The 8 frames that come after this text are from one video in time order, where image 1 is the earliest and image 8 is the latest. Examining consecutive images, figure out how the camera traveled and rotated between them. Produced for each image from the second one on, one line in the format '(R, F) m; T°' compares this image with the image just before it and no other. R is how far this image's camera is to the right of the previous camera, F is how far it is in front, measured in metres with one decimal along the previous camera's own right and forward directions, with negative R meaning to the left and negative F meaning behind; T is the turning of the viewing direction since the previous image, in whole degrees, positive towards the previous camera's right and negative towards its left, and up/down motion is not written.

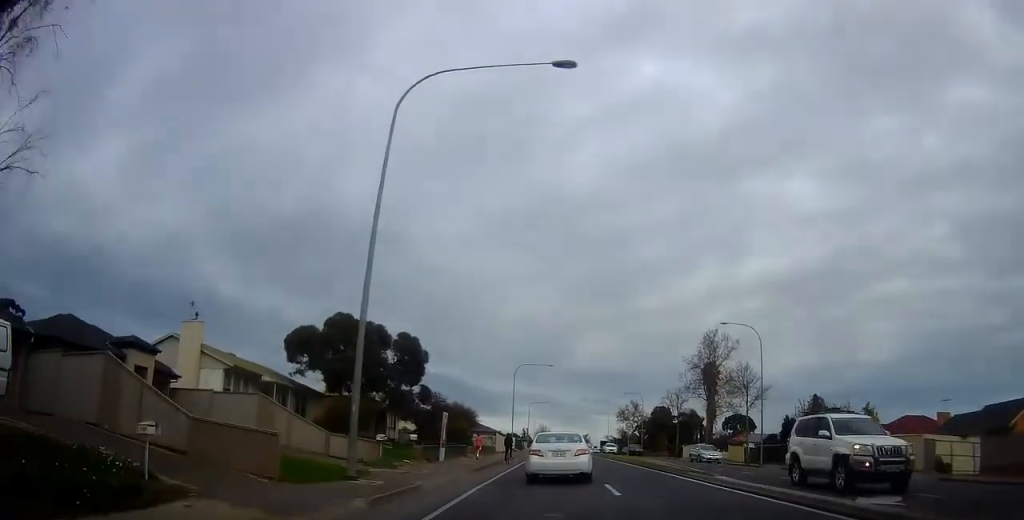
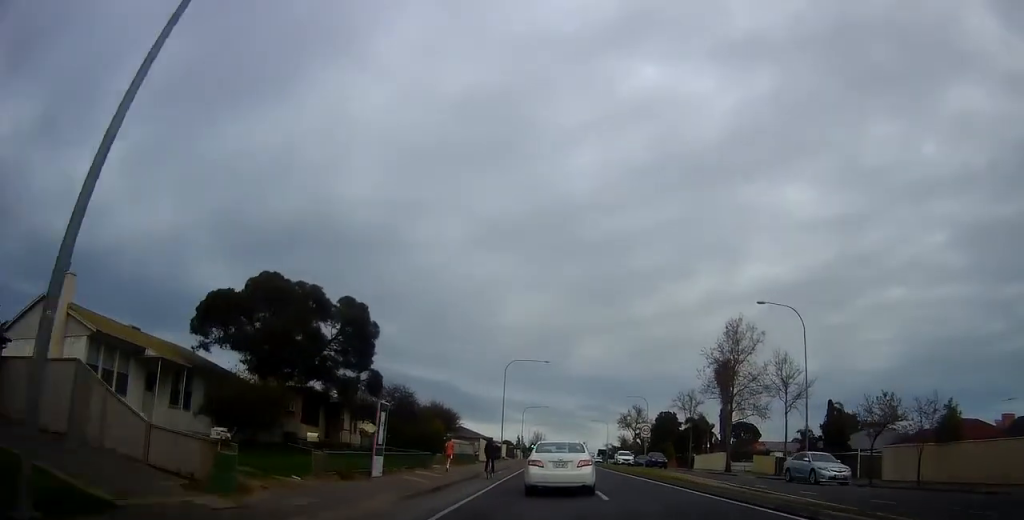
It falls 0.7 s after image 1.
(+0.6, +10.3) m; 0°
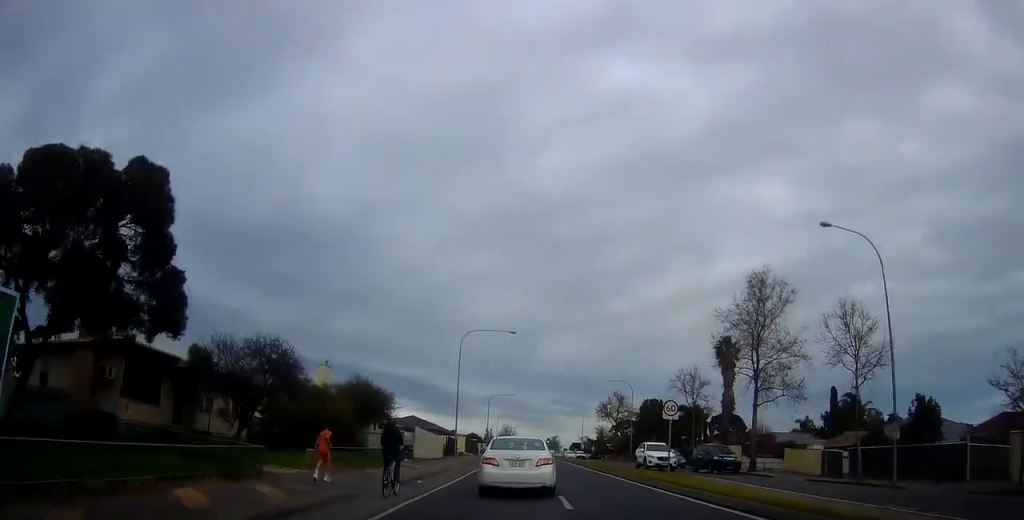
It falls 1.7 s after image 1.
(-0.6, +14.9) m; 0°
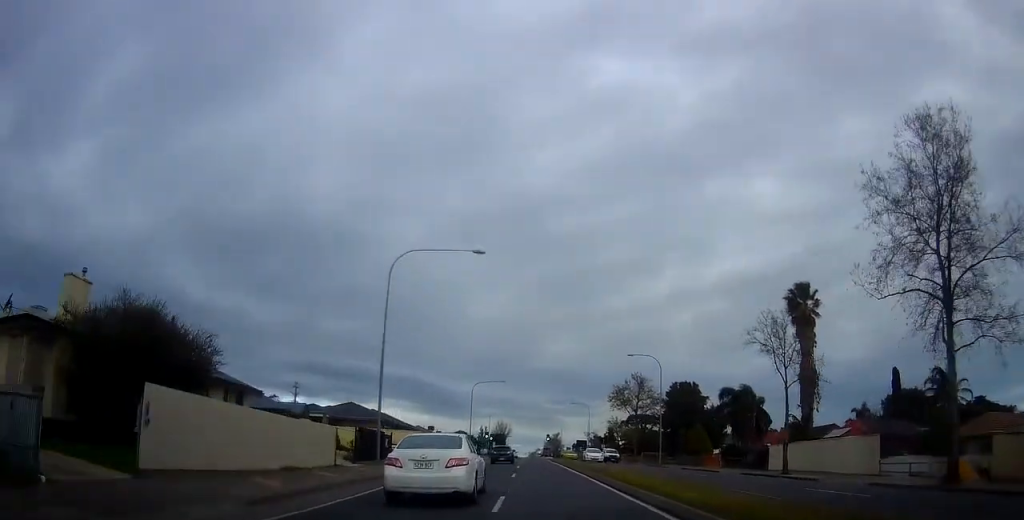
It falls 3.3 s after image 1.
(+1.2, +24.5) m; +3°
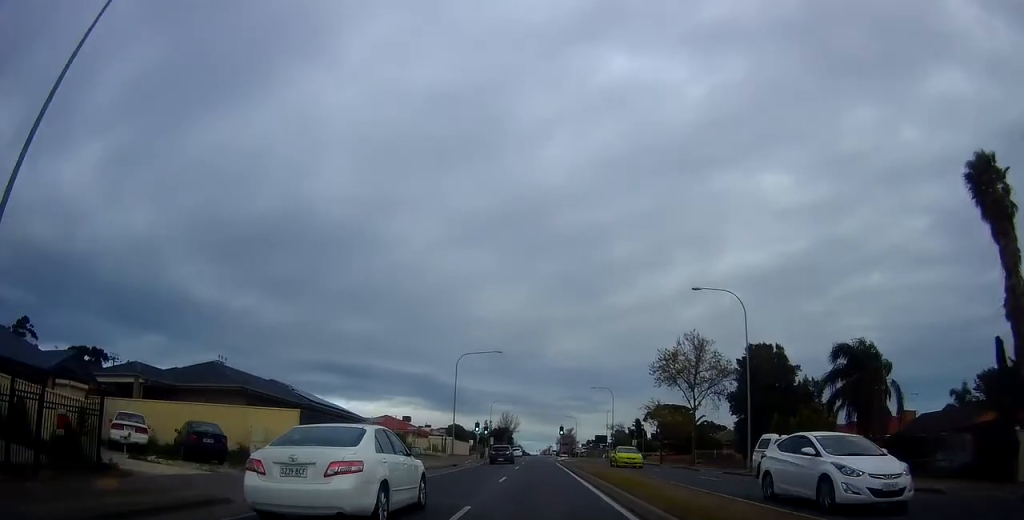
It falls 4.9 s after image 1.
(-0.1, +26.2) m; -1°
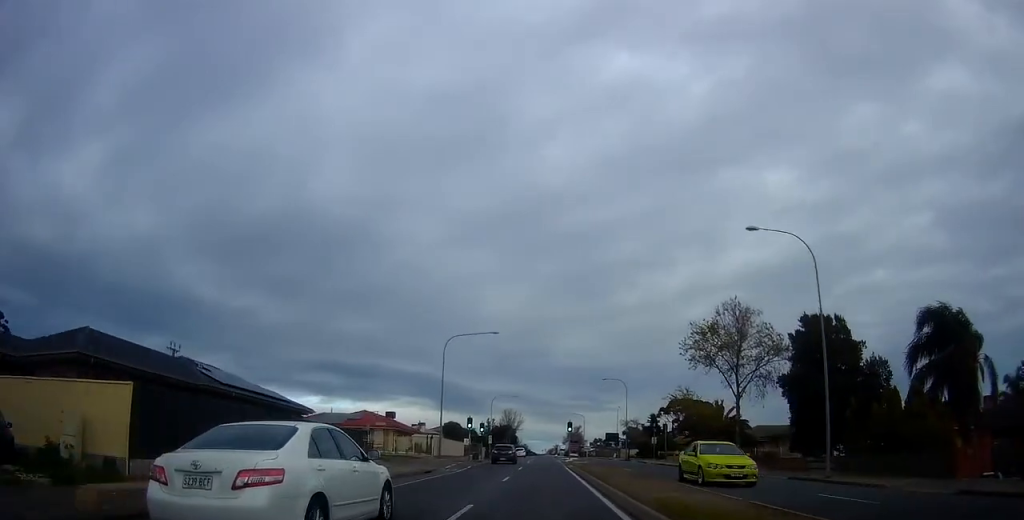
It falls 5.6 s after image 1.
(-0.3, +11.3) m; 0°
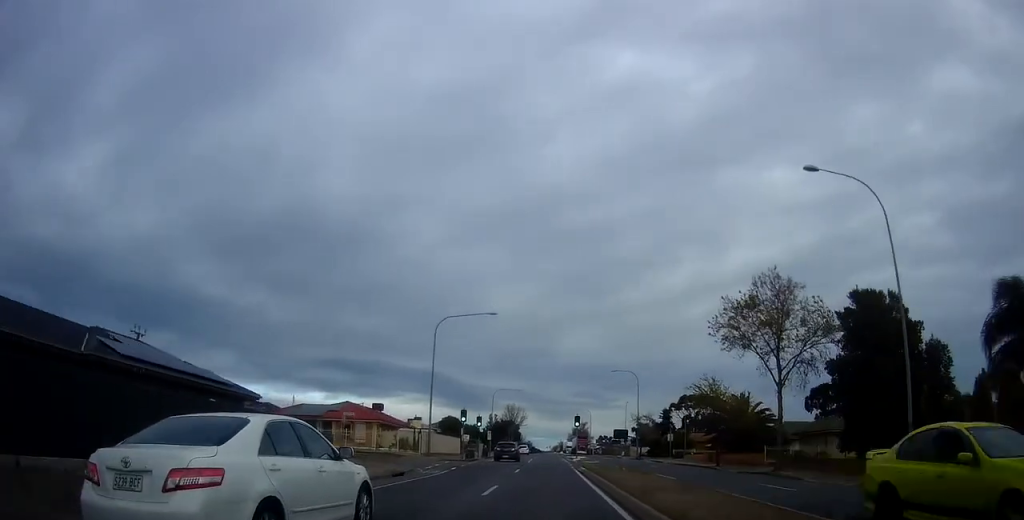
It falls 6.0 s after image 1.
(0.0, +7.3) m; 0°
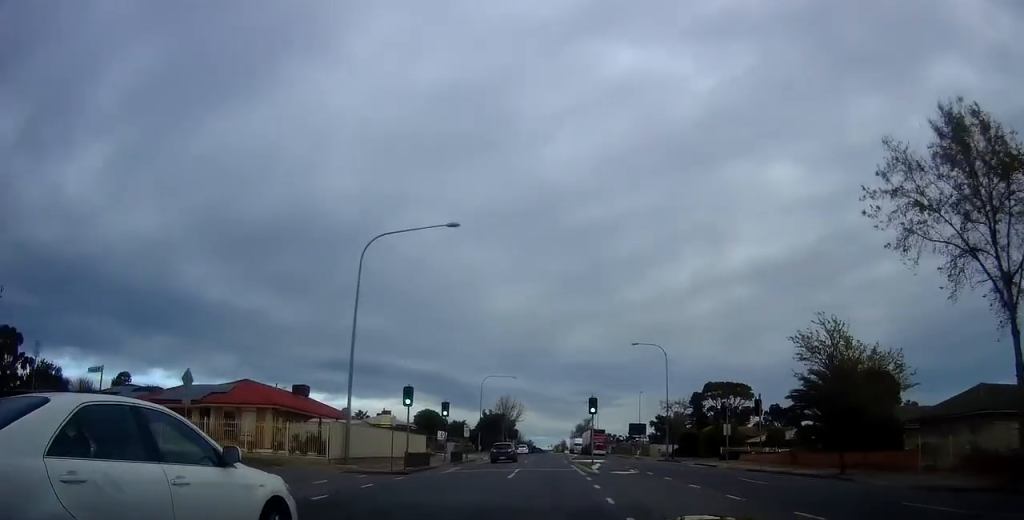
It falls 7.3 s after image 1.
(-0.2, +21.0) m; -2°
